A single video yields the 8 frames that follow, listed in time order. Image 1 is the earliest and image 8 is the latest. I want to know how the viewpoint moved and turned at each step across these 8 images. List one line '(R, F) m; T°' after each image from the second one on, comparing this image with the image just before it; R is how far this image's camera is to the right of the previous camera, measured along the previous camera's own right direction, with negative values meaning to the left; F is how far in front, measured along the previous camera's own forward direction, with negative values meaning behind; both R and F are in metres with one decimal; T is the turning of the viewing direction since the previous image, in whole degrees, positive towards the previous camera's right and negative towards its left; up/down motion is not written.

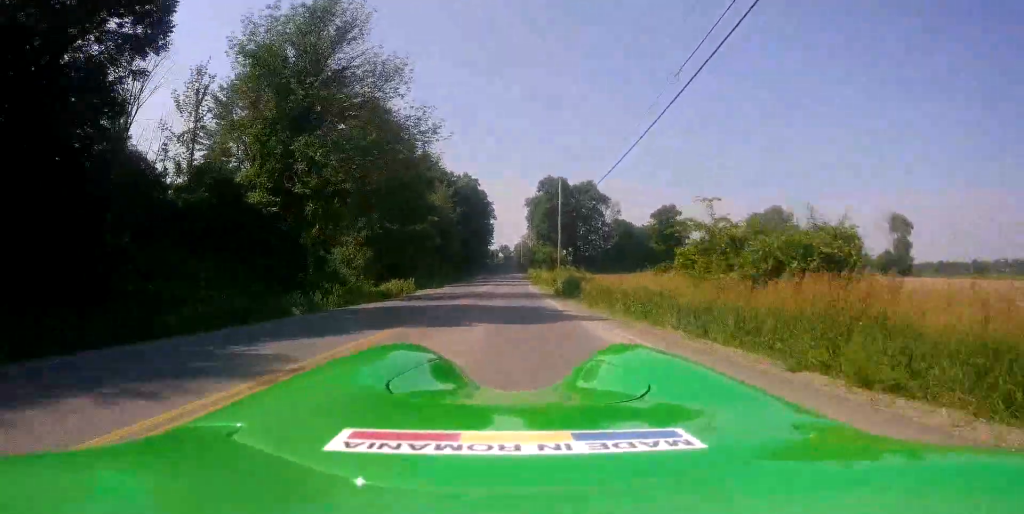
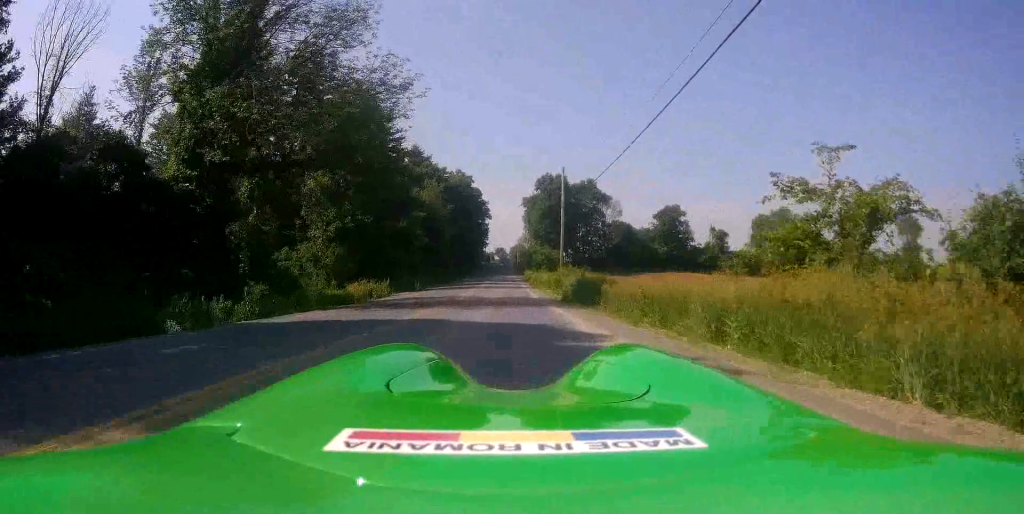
(0.0, +7.5) m; 0°
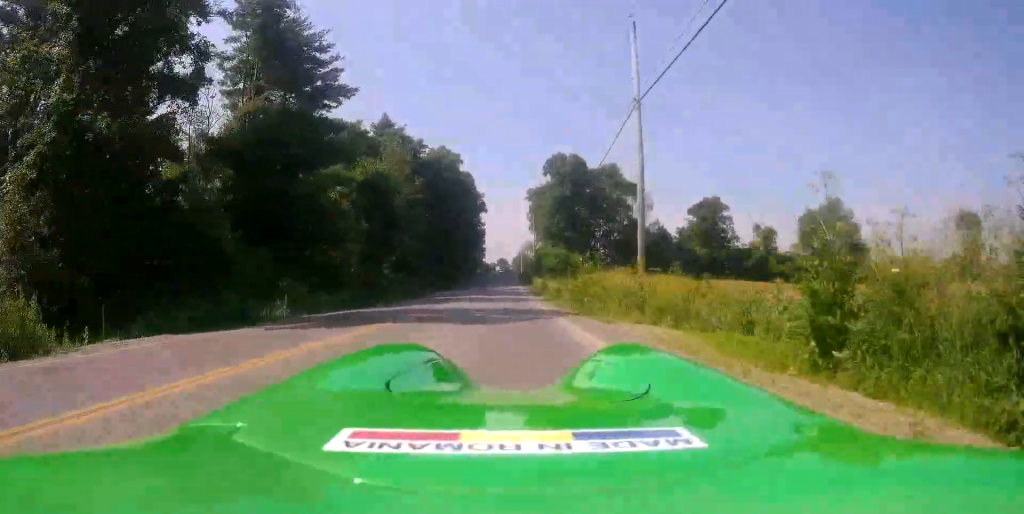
(-0.3, +29.0) m; -1°
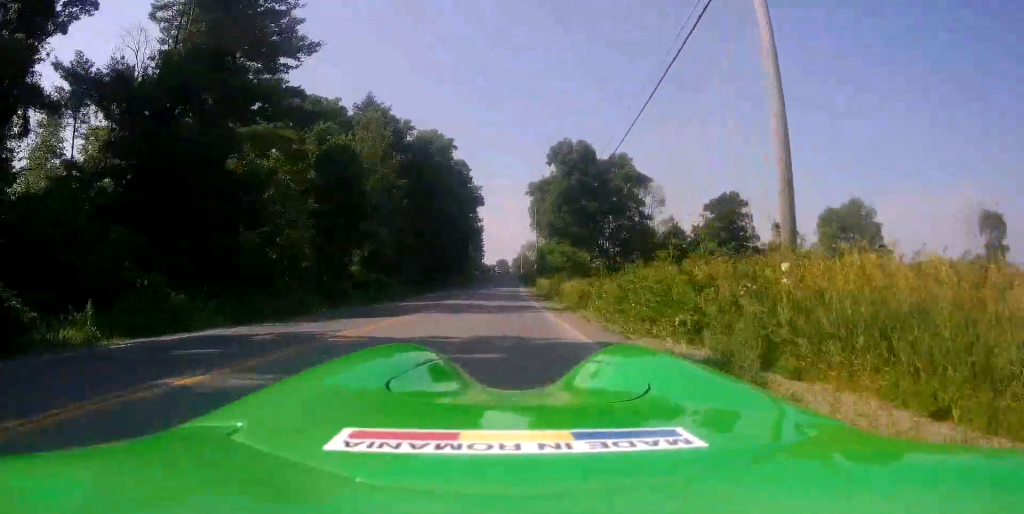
(-0.1, +9.9) m; 0°
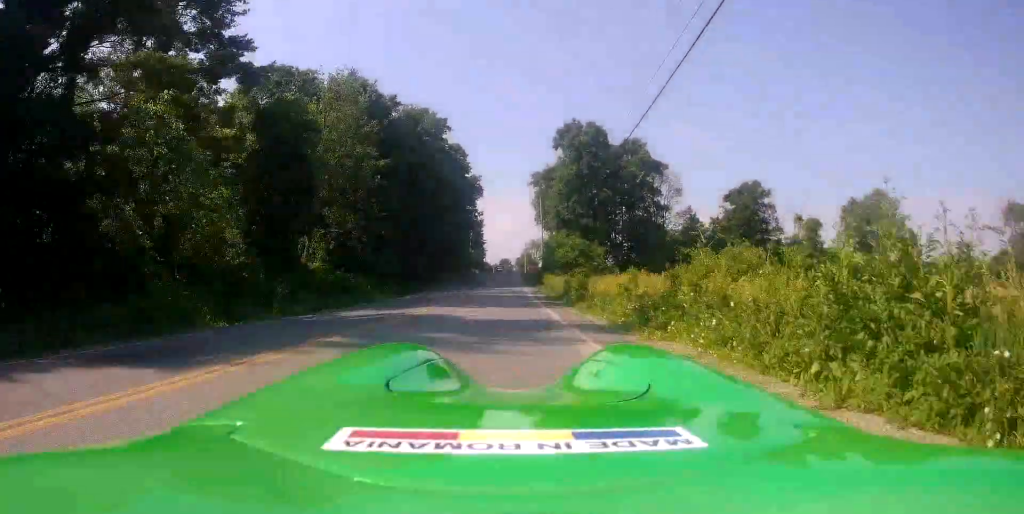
(+0.3, +9.4) m; 0°
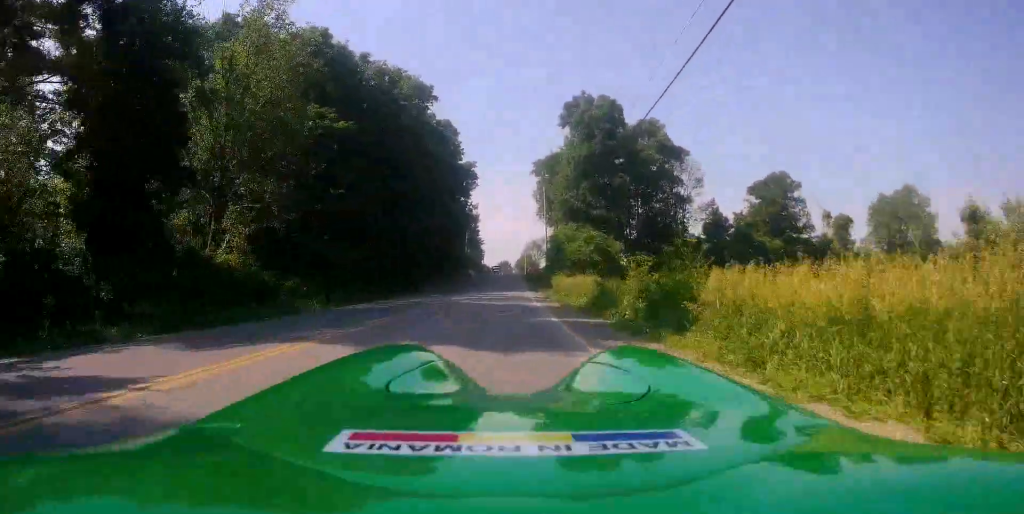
(-0.3, +11.6) m; +1°
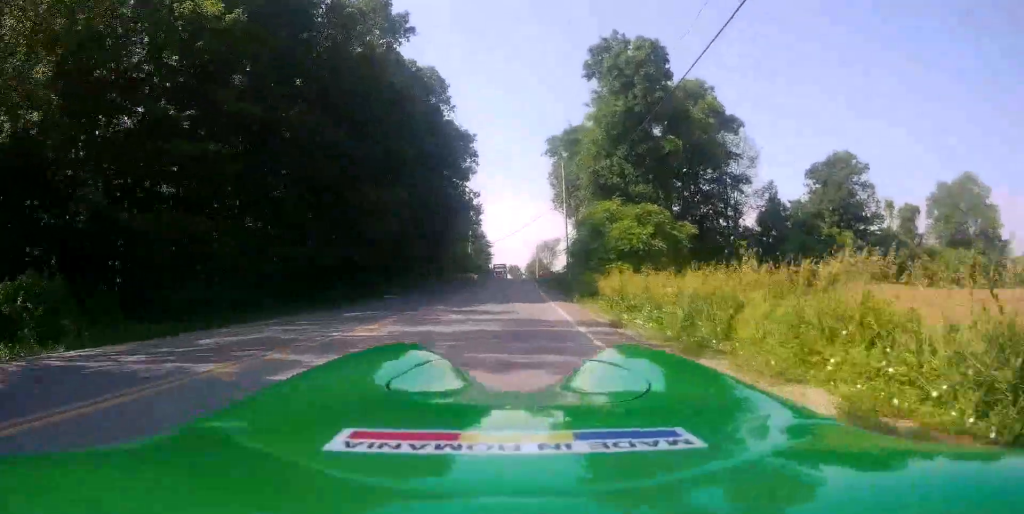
(+0.4, +16.9) m; 0°
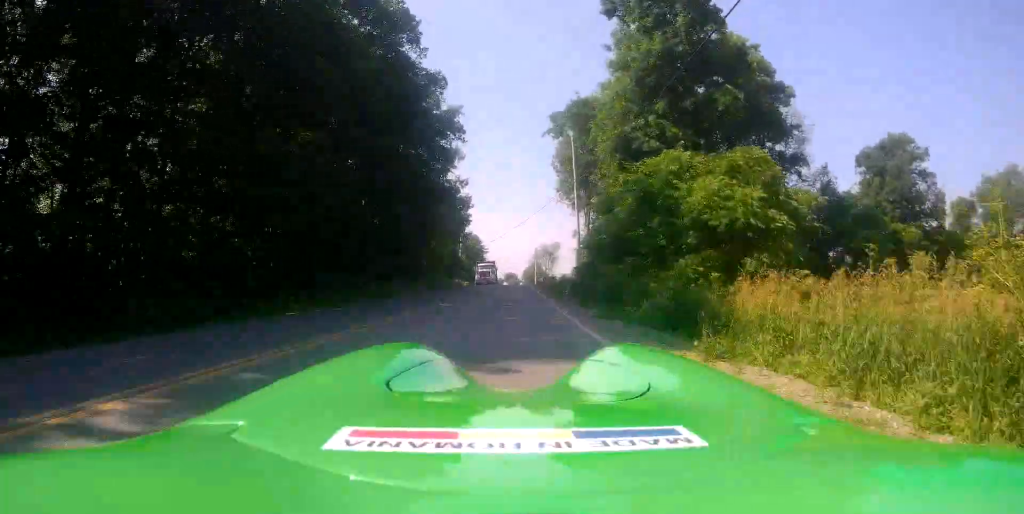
(-0.4, +12.8) m; -1°
